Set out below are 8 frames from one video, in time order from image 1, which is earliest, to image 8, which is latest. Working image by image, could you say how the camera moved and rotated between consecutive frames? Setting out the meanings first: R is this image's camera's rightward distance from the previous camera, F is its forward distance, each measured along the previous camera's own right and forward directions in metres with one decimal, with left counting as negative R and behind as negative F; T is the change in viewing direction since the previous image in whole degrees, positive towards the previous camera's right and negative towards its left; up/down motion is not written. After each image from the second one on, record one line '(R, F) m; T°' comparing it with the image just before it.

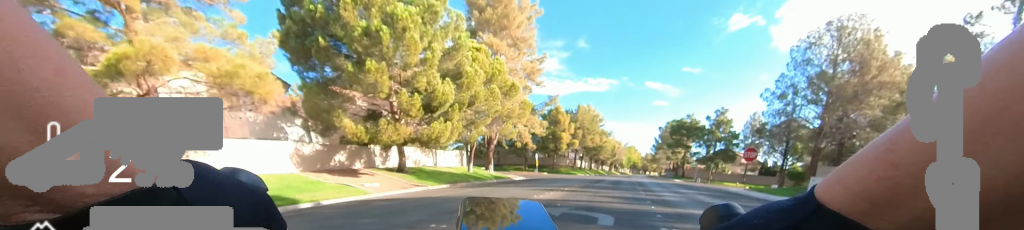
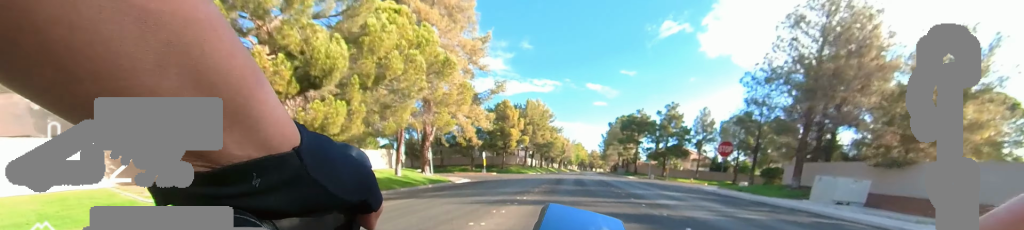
(0.0, +5.7) m; 0°
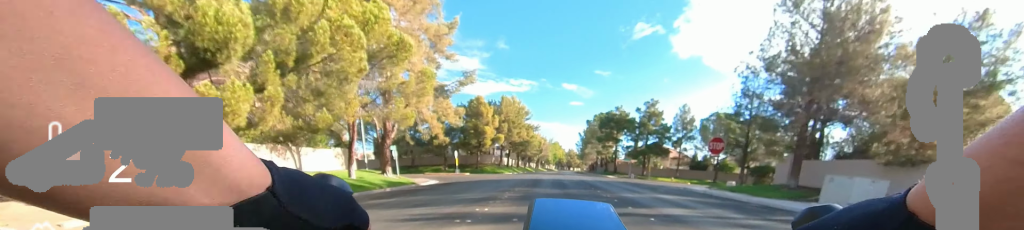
(0.0, +2.9) m; 0°
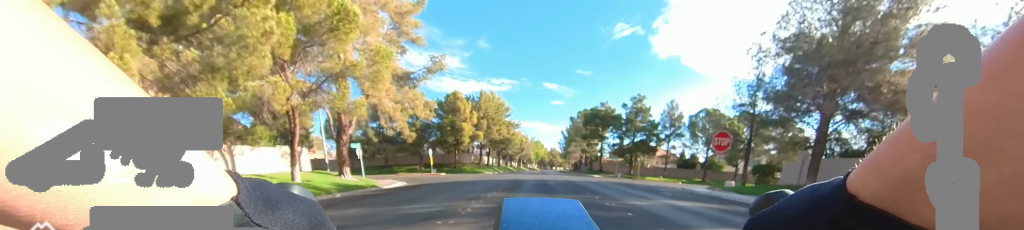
(0.0, +3.3) m; 0°
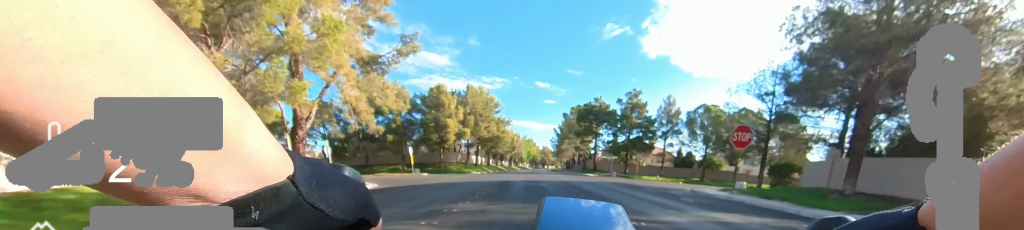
(0.0, +3.3) m; 0°
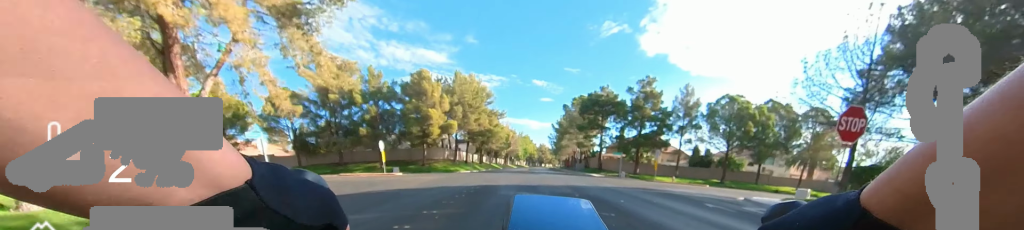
(0.0, +6.7) m; 0°
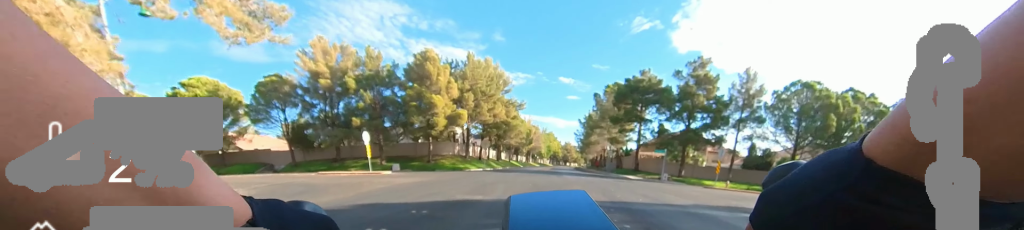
(0.0, +7.4) m; -8°
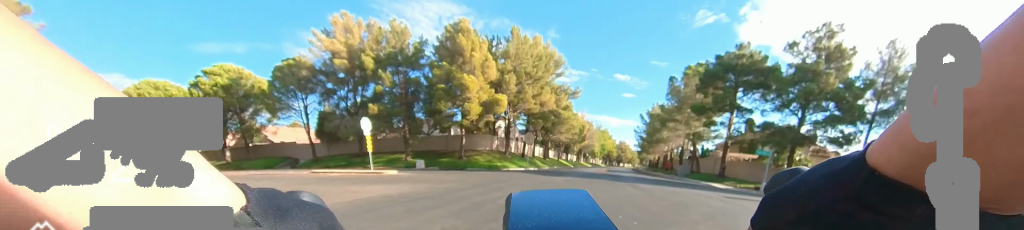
(-1.8, +7.0) m; -26°
